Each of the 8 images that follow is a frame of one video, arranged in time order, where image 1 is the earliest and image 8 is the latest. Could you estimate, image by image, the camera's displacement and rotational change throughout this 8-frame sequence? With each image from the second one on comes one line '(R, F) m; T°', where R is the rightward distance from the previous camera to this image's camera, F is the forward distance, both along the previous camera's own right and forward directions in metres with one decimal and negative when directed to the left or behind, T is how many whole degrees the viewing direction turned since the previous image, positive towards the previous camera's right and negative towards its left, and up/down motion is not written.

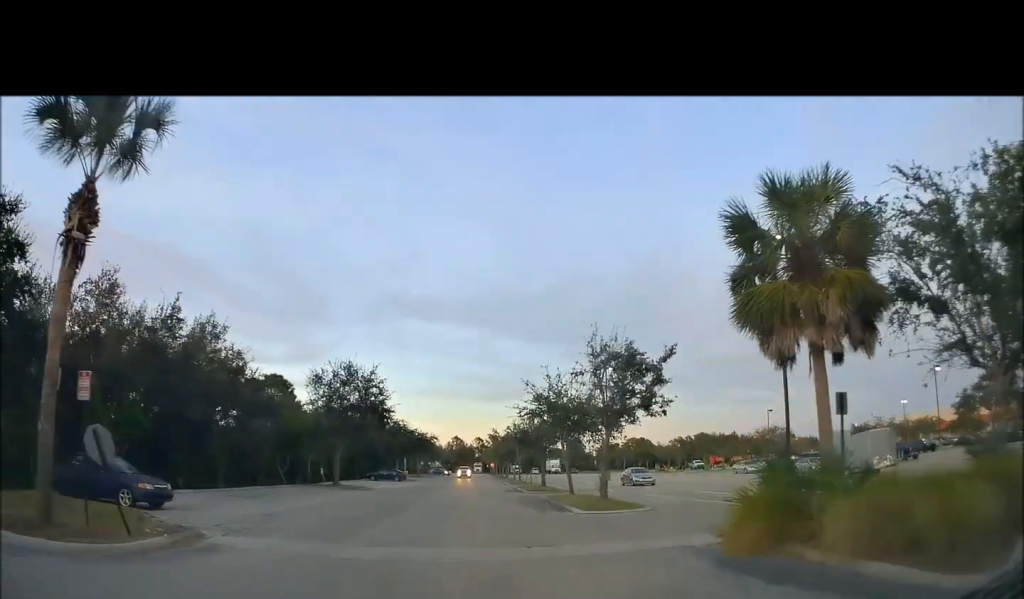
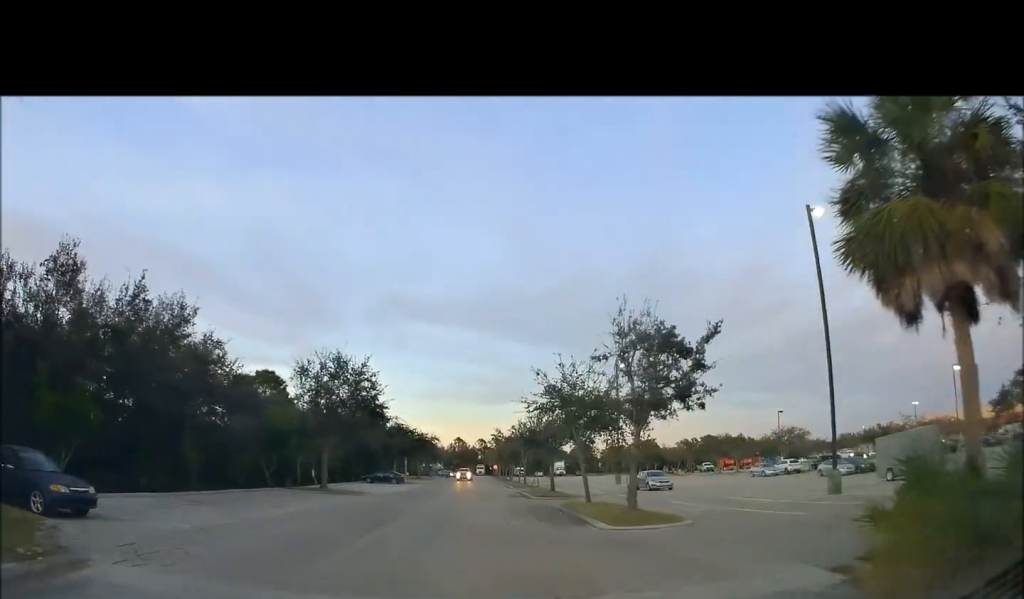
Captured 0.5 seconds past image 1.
(0.0, +3.7) m; +1°
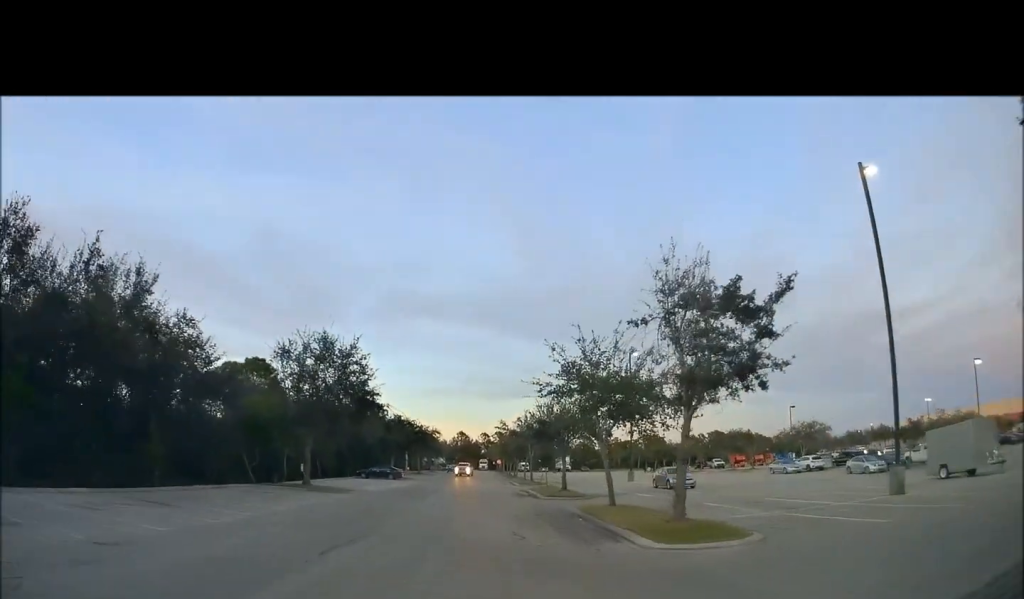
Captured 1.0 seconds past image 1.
(-0.1, +4.0) m; +2°
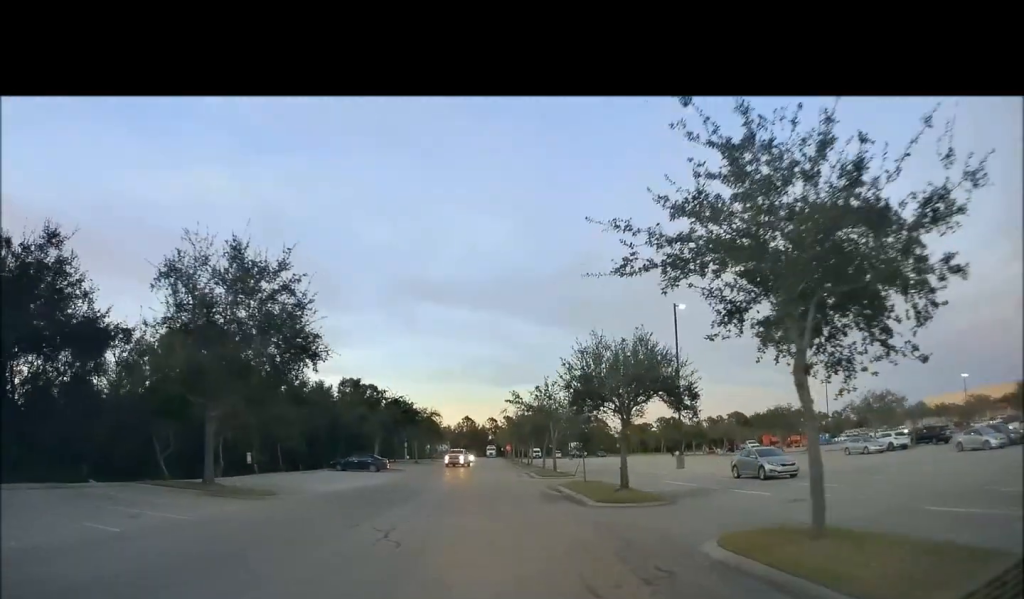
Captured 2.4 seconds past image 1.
(+0.4, +12.5) m; -1°
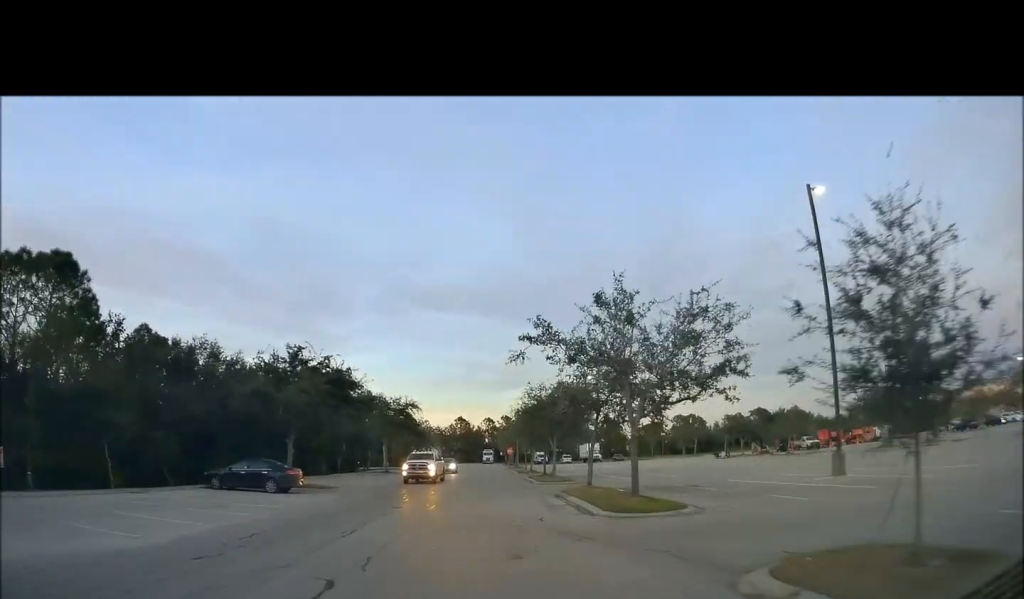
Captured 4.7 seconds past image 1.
(-0.8, +21.0) m; -2°
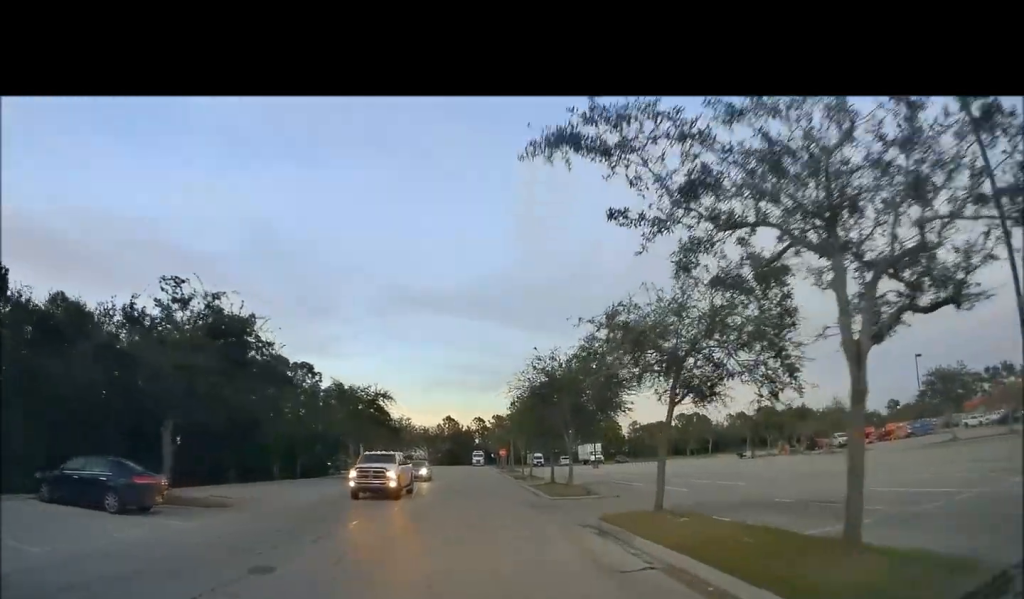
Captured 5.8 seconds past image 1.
(0.0, +10.9) m; +2°
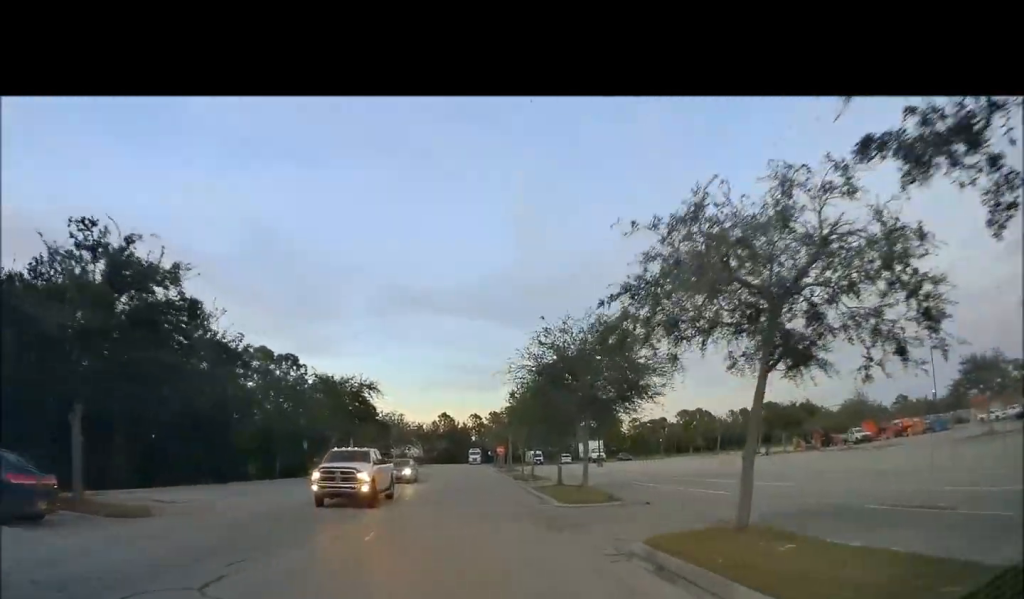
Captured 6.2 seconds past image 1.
(0.0, +4.6) m; +1°
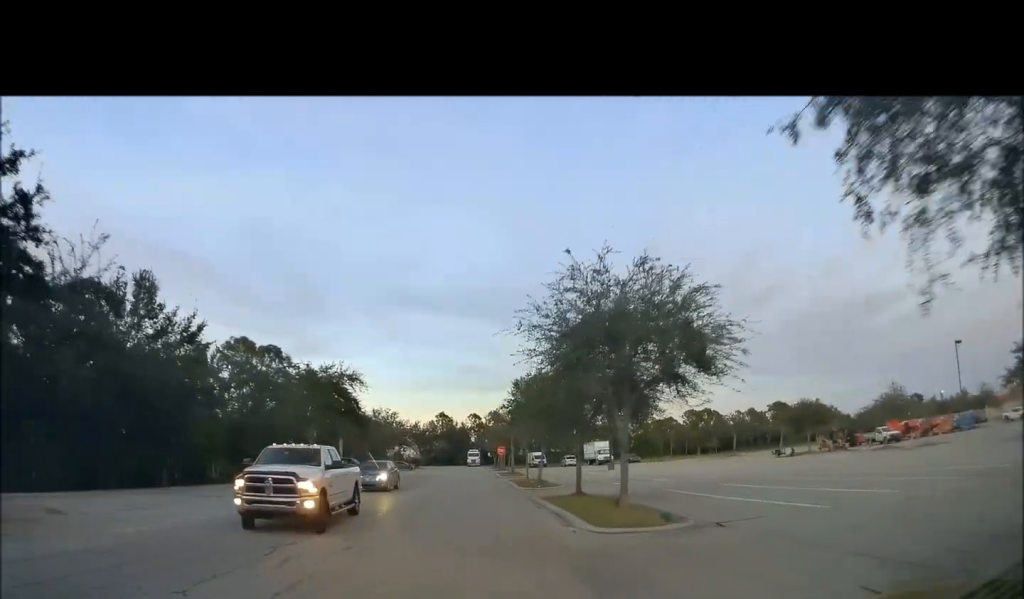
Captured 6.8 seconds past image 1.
(+0.3, +5.9) m; 0°
